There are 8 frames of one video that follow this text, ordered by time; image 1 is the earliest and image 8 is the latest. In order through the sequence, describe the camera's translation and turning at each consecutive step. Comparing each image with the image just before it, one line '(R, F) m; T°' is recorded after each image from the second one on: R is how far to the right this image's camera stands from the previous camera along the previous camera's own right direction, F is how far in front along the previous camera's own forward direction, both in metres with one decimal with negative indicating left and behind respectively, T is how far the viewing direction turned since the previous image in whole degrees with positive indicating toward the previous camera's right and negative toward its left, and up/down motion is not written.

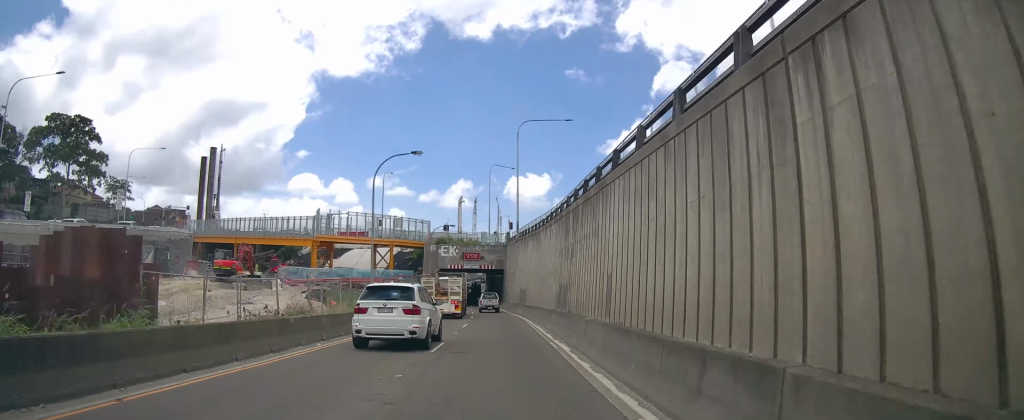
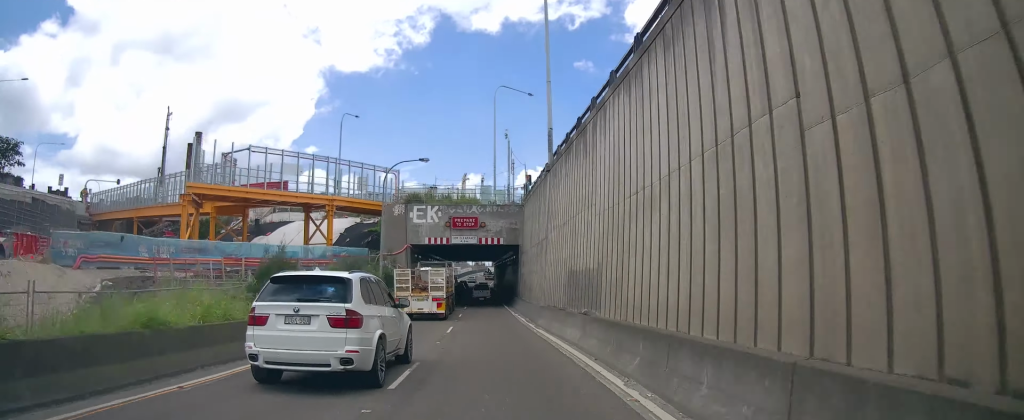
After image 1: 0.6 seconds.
(0.0, +28.1) m; 0°
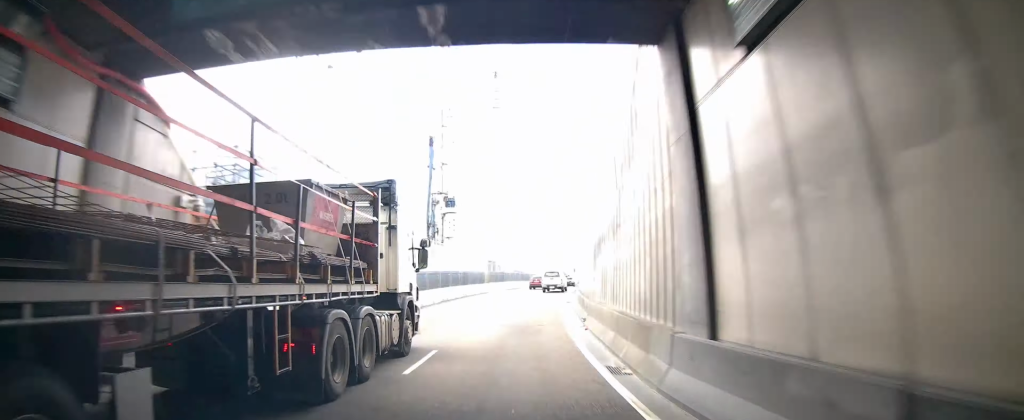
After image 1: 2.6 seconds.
(-1.0, +103.8) m; +1°
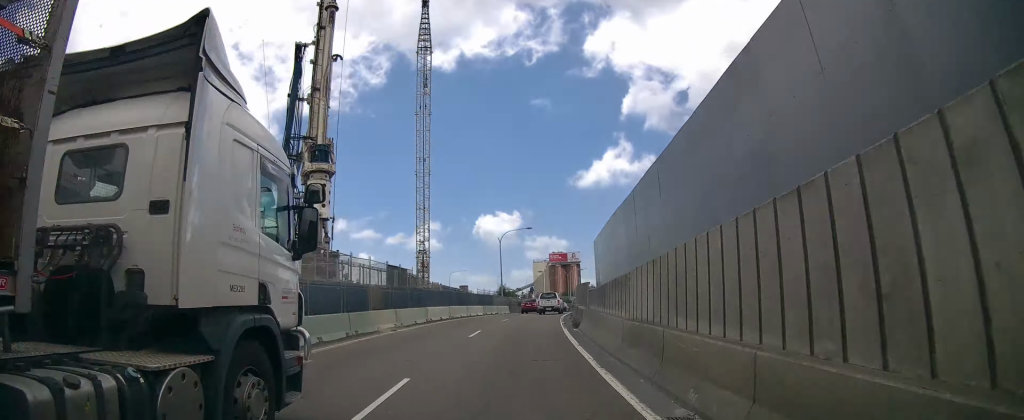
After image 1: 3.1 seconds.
(-0.3, +28.3) m; +3°
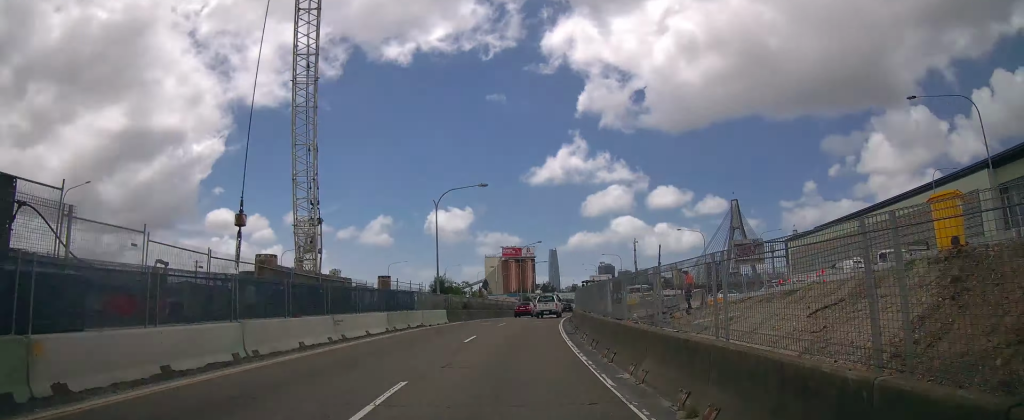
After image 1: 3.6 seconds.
(+0.2, +24.3) m; +3°
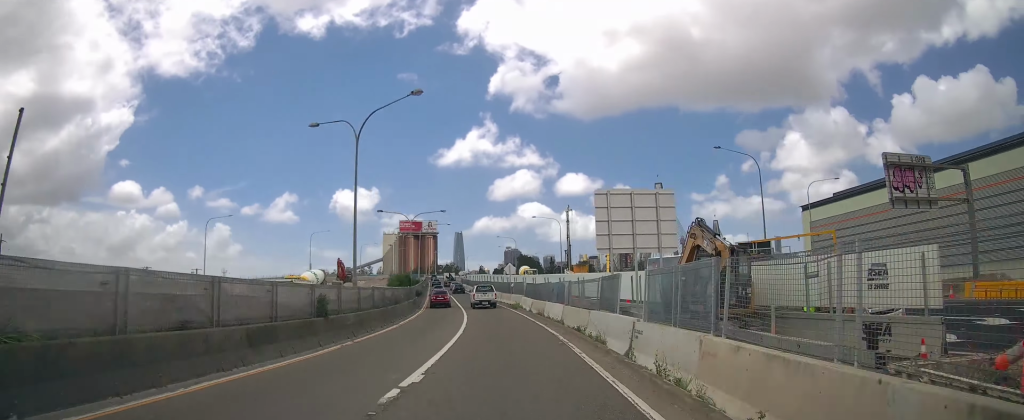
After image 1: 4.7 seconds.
(+4.3, +53.8) m; +6°
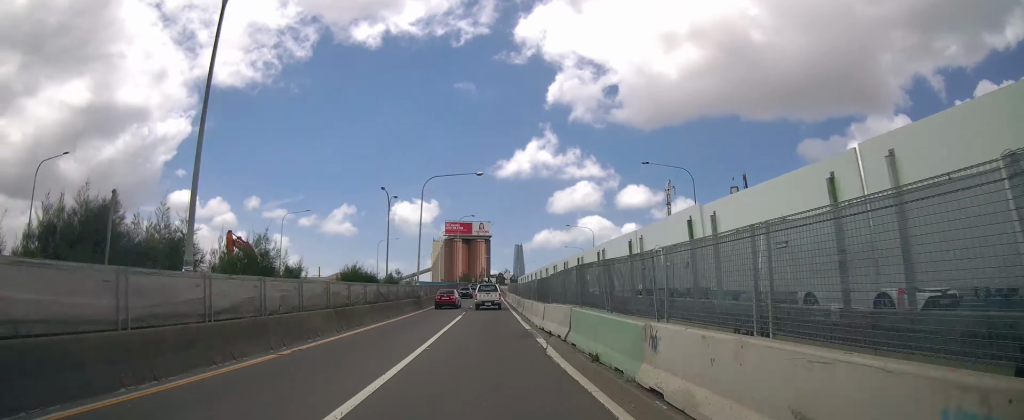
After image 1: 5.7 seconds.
(+1.6, +49.4) m; 0°
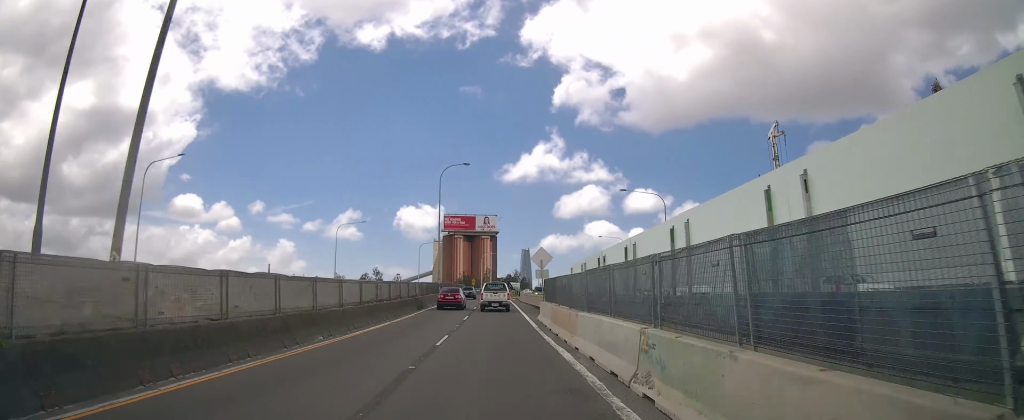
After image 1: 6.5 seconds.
(-1.0, +40.4) m; -2°
